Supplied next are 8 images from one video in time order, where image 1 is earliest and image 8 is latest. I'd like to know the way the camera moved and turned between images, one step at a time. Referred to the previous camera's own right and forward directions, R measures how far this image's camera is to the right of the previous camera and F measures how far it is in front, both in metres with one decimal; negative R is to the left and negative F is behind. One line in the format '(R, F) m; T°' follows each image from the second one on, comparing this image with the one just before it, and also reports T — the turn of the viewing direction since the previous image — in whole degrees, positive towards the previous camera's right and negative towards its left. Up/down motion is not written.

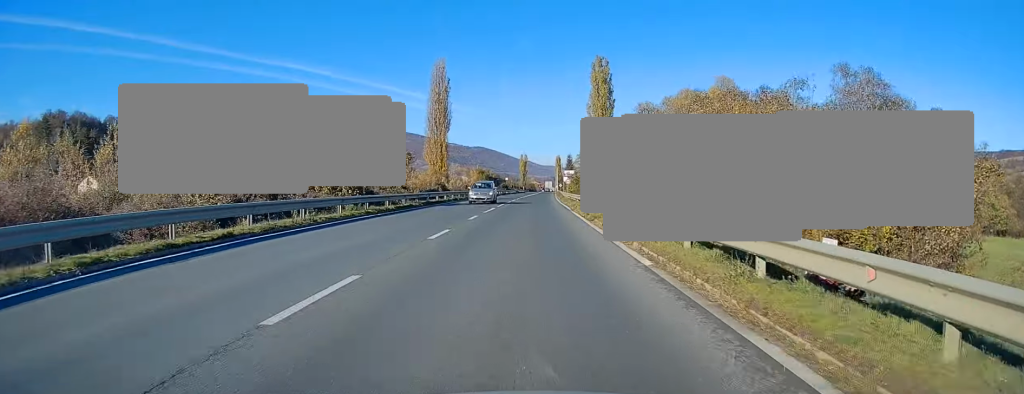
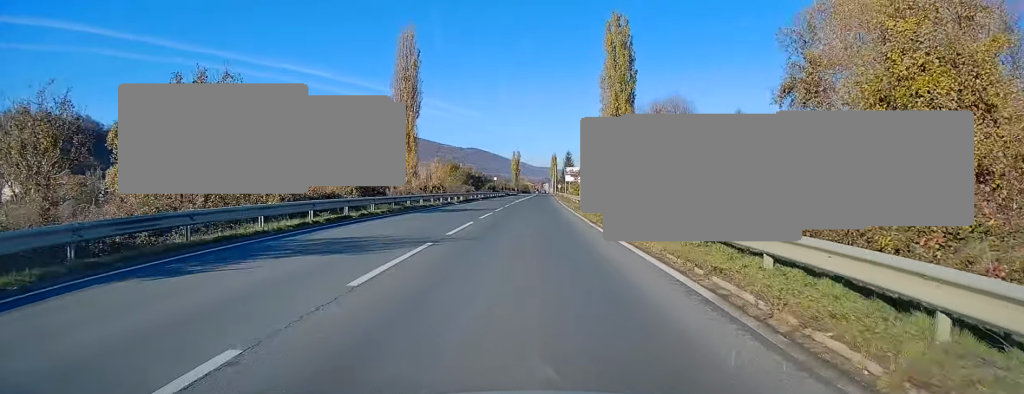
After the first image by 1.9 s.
(0.0, +32.1) m; 0°
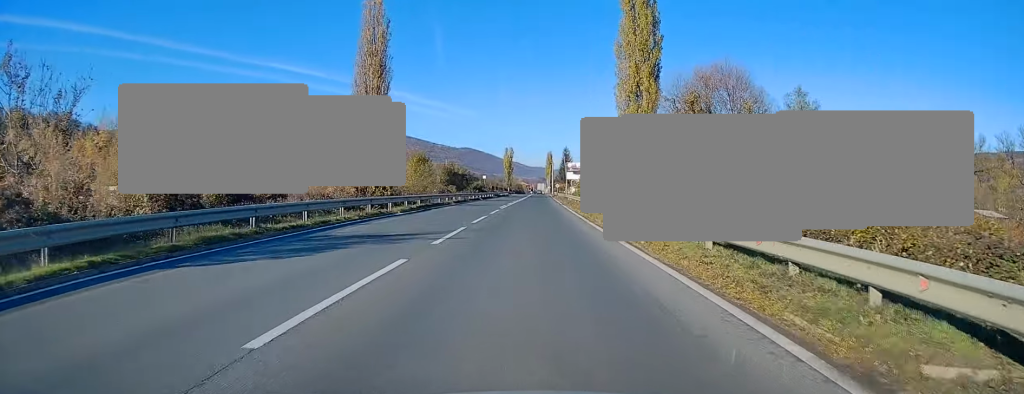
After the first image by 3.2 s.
(+0.1, +20.6) m; 0°
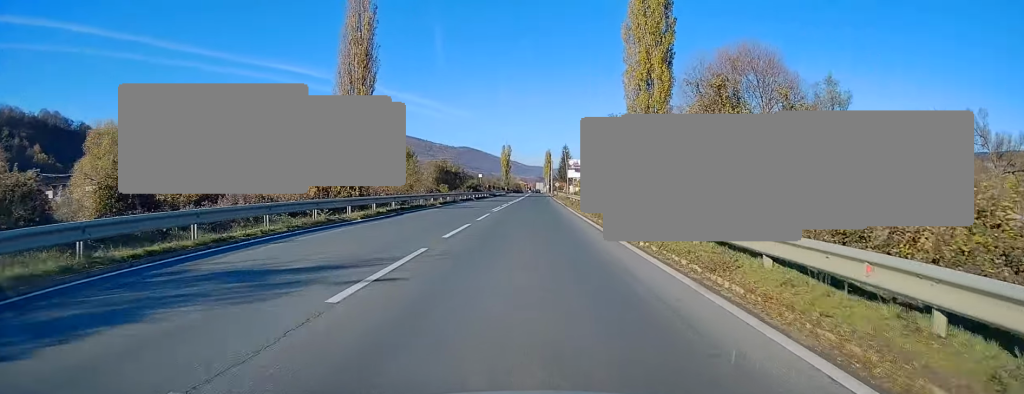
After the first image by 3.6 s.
(0.0, +7.0) m; 0°
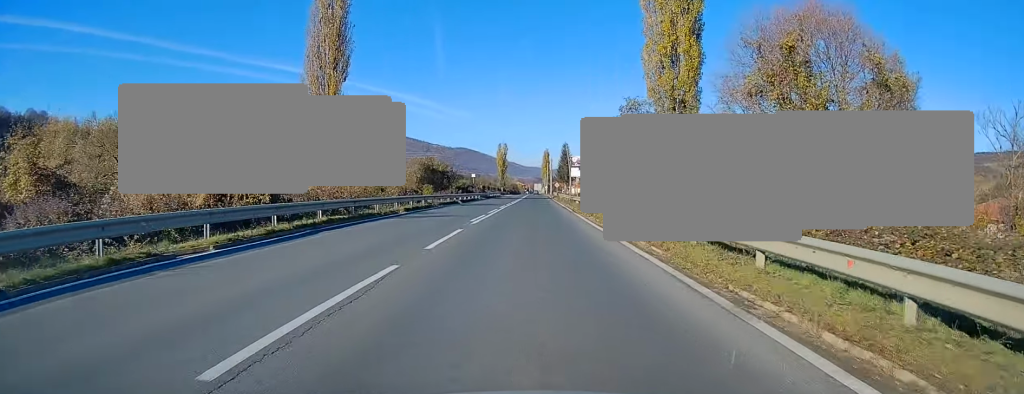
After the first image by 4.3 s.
(0.0, +11.4) m; +1°
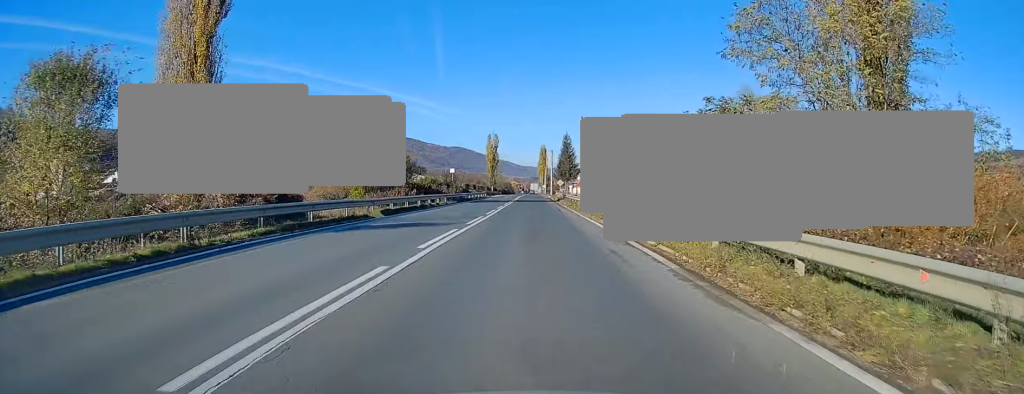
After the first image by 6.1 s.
(+0.4, +29.1) m; 0°
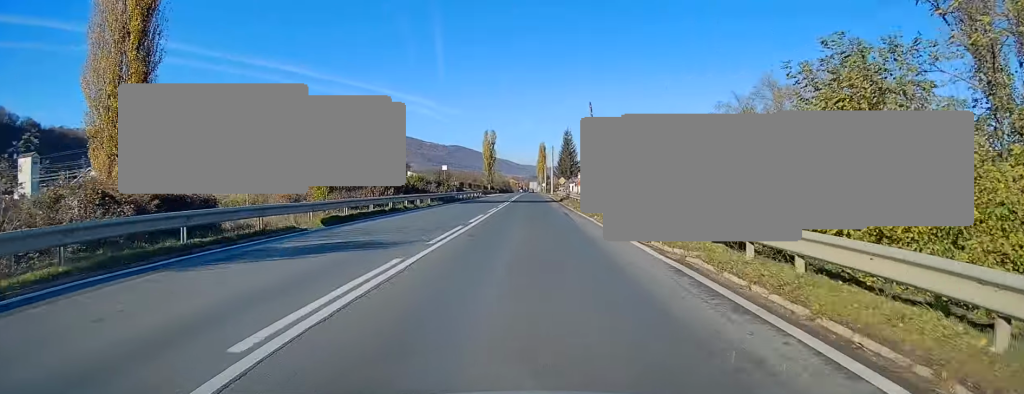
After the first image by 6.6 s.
(-0.2, +8.1) m; -1°
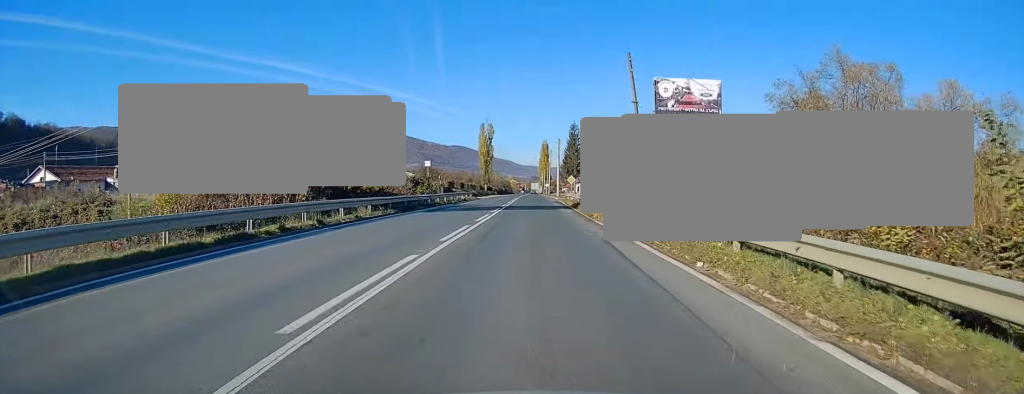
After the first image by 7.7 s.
(0.0, +17.2) m; +1°
